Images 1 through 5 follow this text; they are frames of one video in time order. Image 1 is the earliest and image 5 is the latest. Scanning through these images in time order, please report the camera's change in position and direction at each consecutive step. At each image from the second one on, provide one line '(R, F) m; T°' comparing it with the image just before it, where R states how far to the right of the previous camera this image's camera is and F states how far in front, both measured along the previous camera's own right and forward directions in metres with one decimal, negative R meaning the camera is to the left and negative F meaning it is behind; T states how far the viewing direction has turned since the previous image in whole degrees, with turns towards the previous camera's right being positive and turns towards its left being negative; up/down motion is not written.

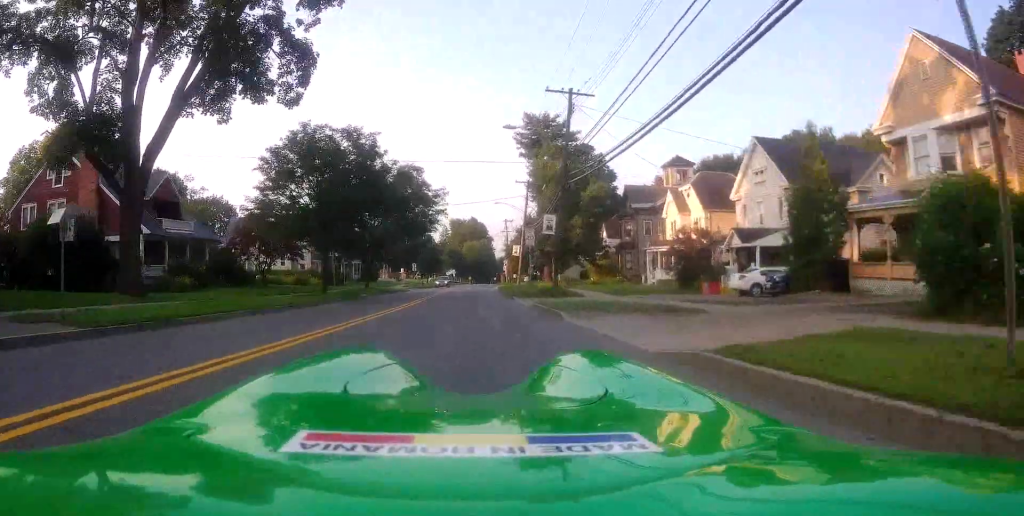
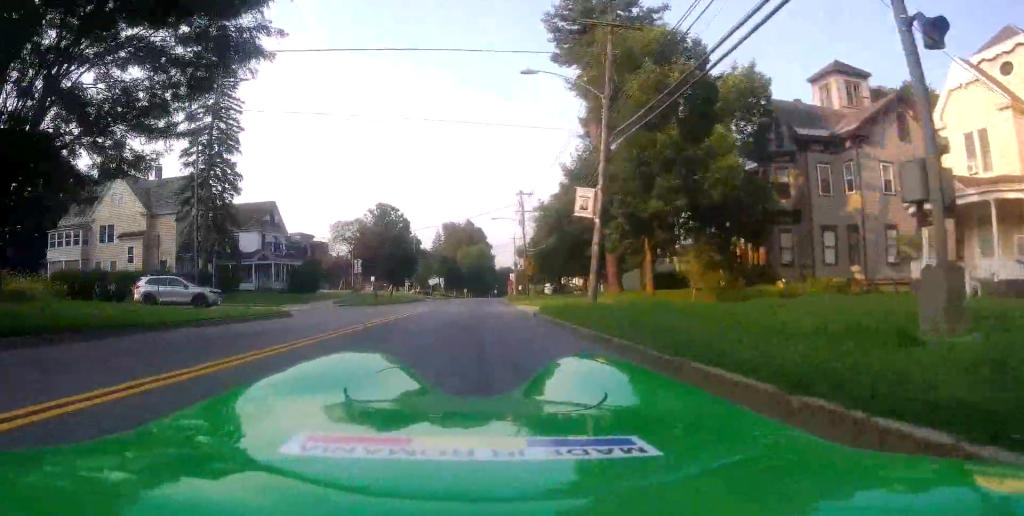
(-0.8, +37.0) m; -1°
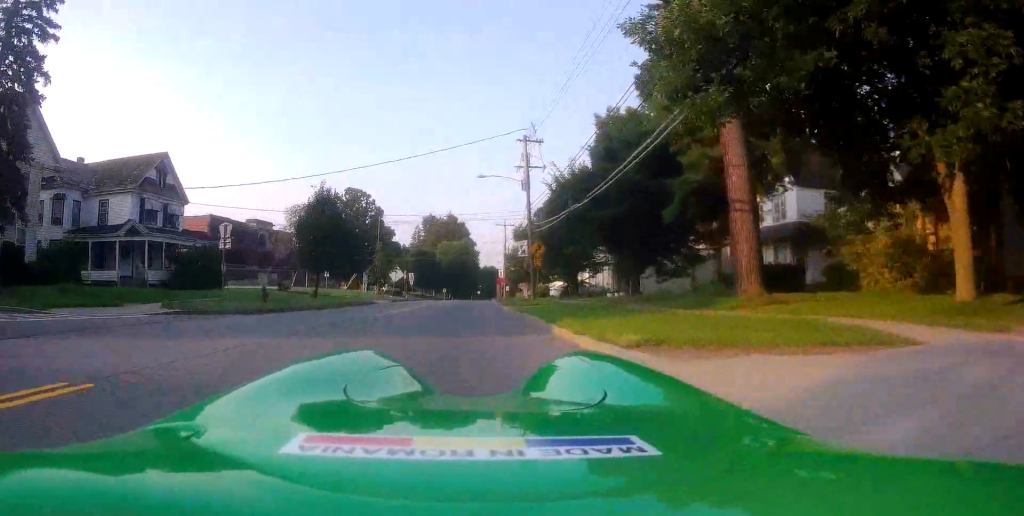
(+0.2, +20.6) m; 0°
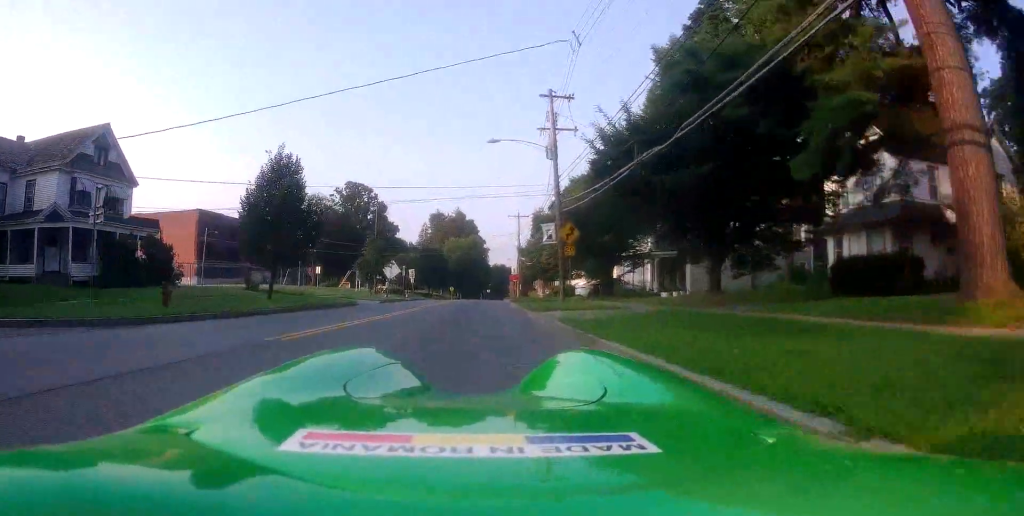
(+0.1, +8.7) m; -1°
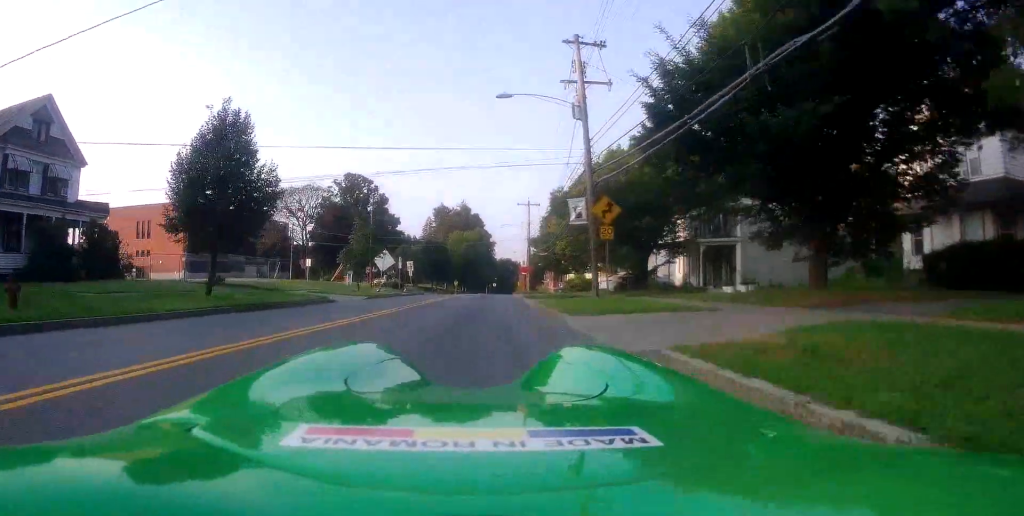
(-0.2, +6.6) m; +1°
